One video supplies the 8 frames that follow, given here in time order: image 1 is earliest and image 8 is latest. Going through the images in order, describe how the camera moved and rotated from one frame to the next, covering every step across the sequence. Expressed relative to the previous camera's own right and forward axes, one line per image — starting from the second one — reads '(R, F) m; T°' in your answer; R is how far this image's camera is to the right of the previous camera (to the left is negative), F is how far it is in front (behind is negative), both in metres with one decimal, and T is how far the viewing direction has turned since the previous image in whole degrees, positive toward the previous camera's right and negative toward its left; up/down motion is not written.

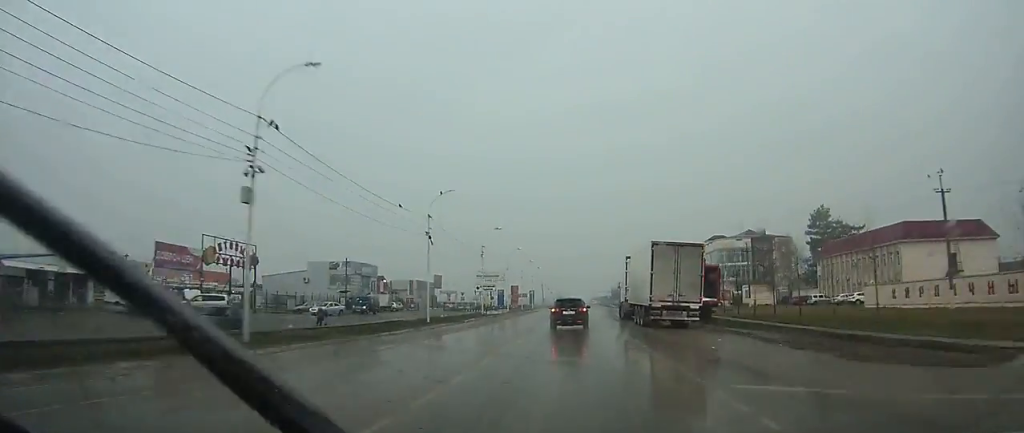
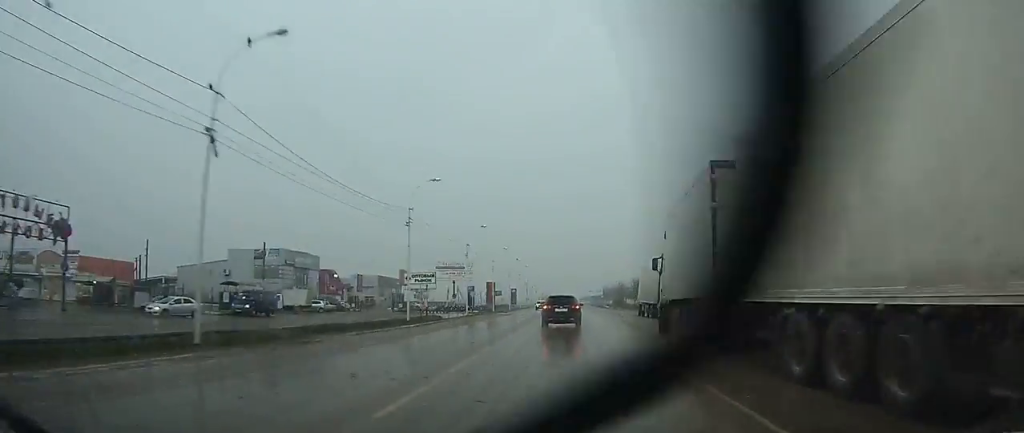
(+0.1, +24.8) m; 0°
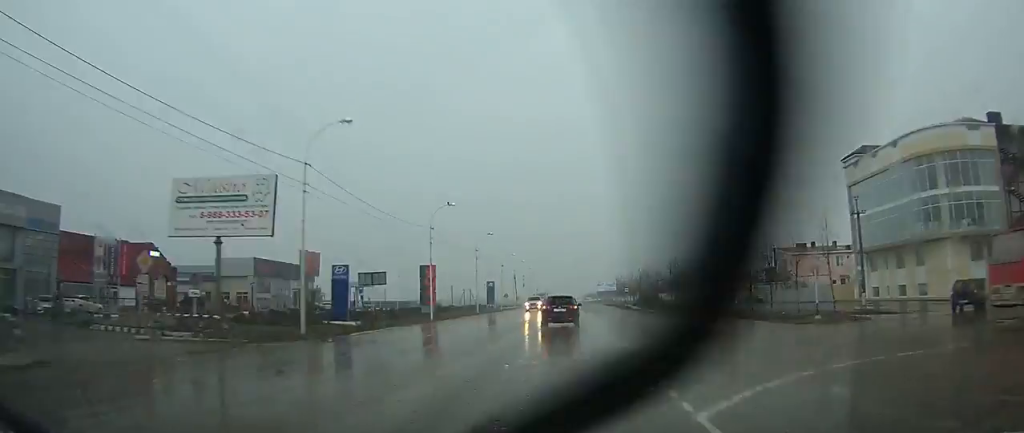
(+0.4, +60.5) m; 0°
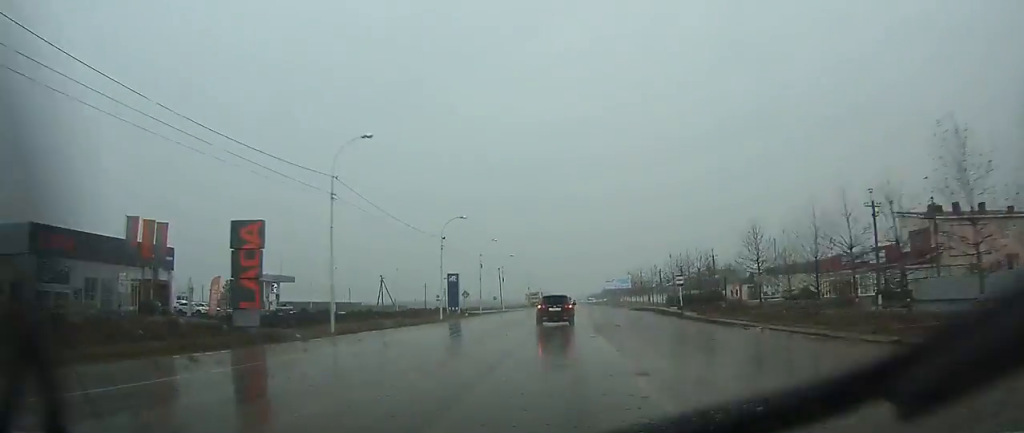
(-0.3, +41.9) m; -1°
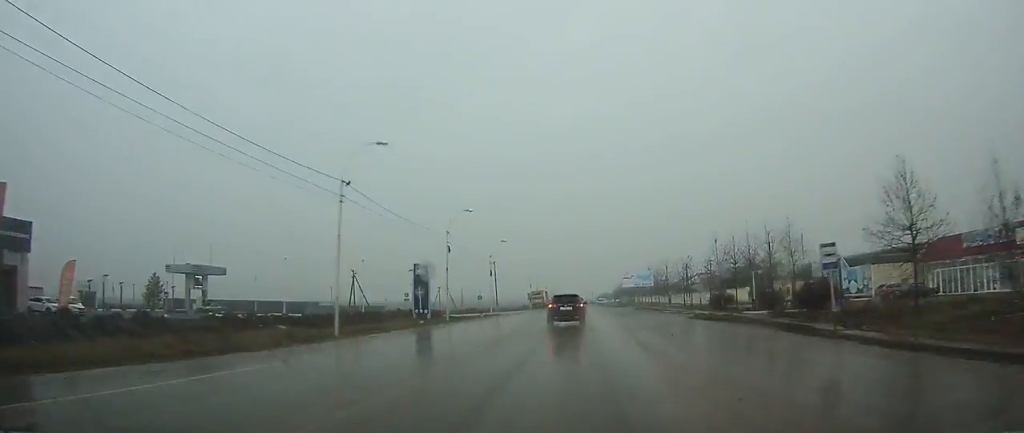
(-0.1, +24.0) m; 0°
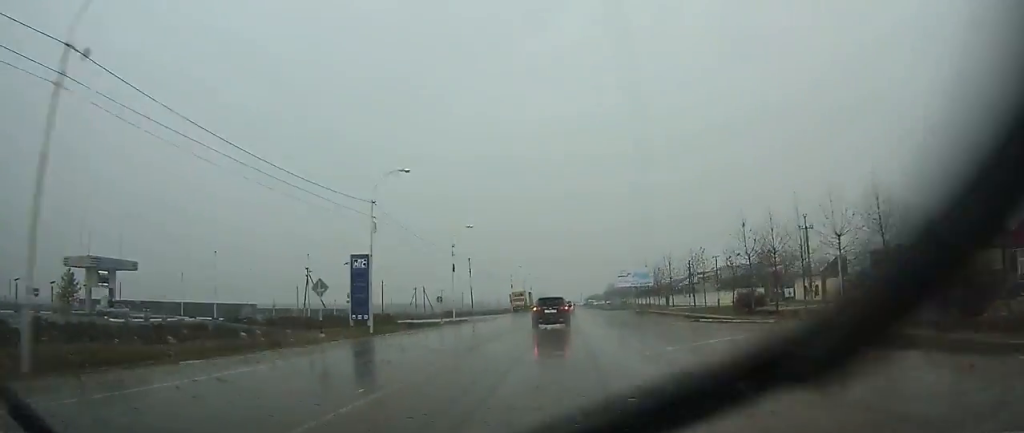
(0.0, +15.9) m; 0°
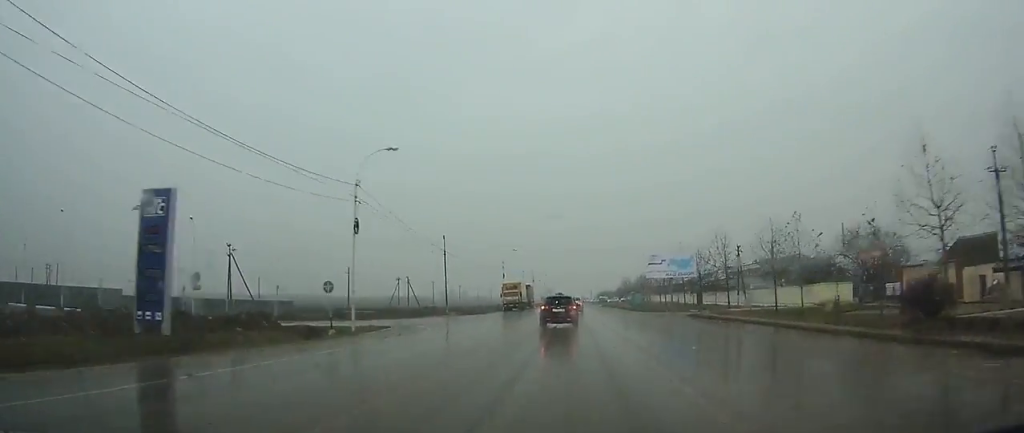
(-0.1, +27.7) m; 0°
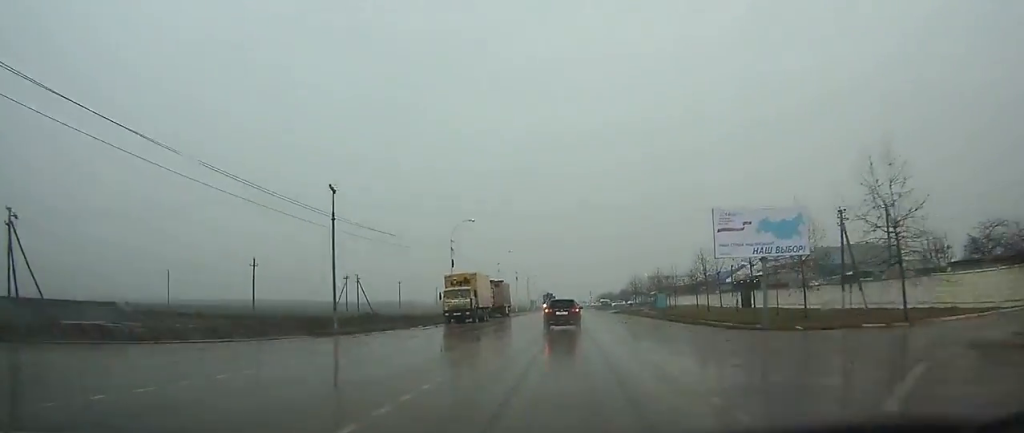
(+0.1, +35.4) m; +1°
